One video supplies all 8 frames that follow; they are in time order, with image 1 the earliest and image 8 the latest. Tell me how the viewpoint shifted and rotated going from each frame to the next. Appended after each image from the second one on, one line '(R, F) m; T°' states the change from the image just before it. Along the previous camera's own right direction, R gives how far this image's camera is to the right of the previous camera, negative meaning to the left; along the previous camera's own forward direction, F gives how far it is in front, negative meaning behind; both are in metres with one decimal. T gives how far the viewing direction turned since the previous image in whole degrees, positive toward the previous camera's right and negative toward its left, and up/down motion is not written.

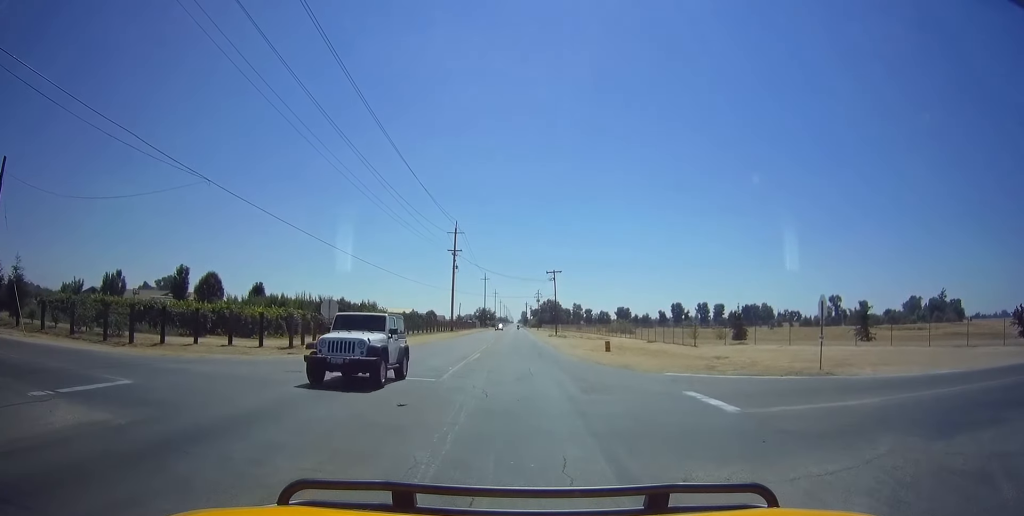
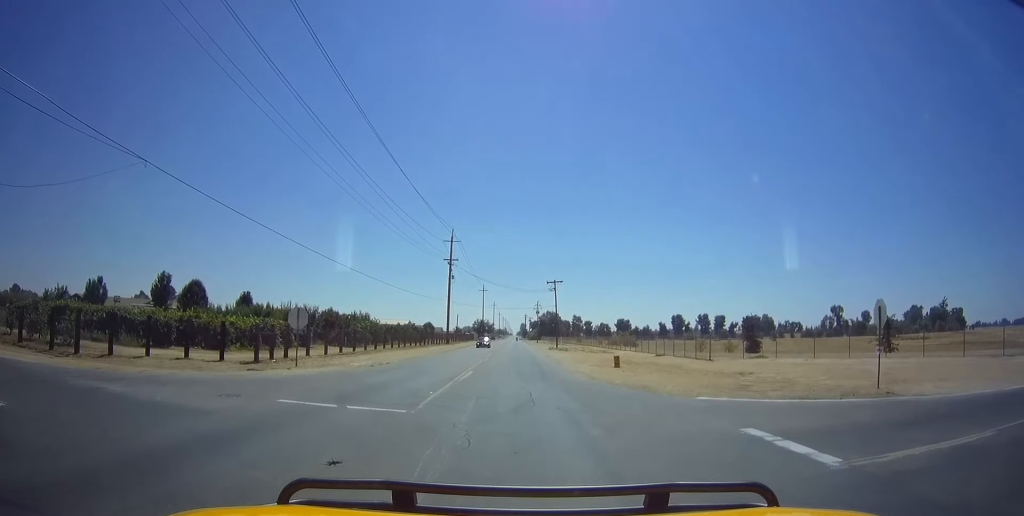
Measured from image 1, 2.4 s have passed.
(0.0, +7.2) m; 0°
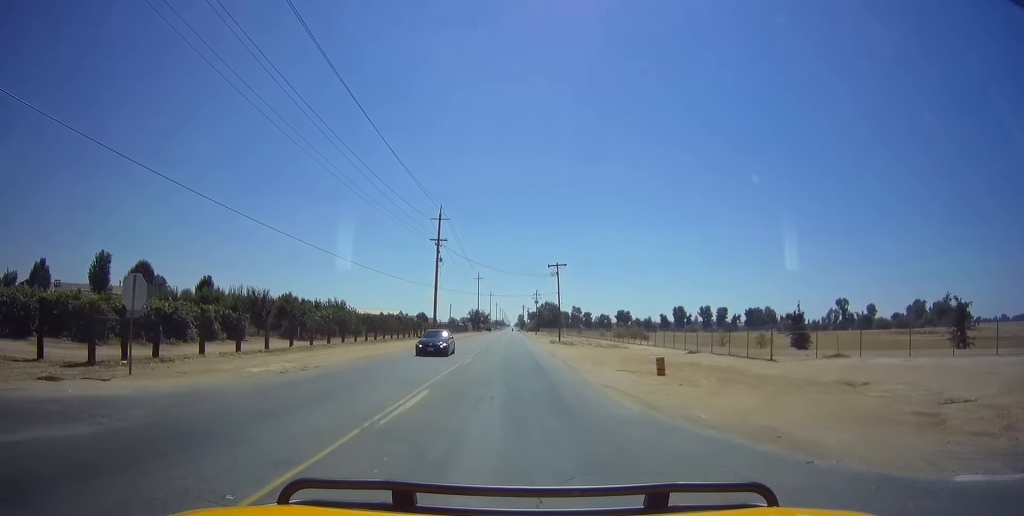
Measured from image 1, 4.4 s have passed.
(0.0, +14.6) m; 0°
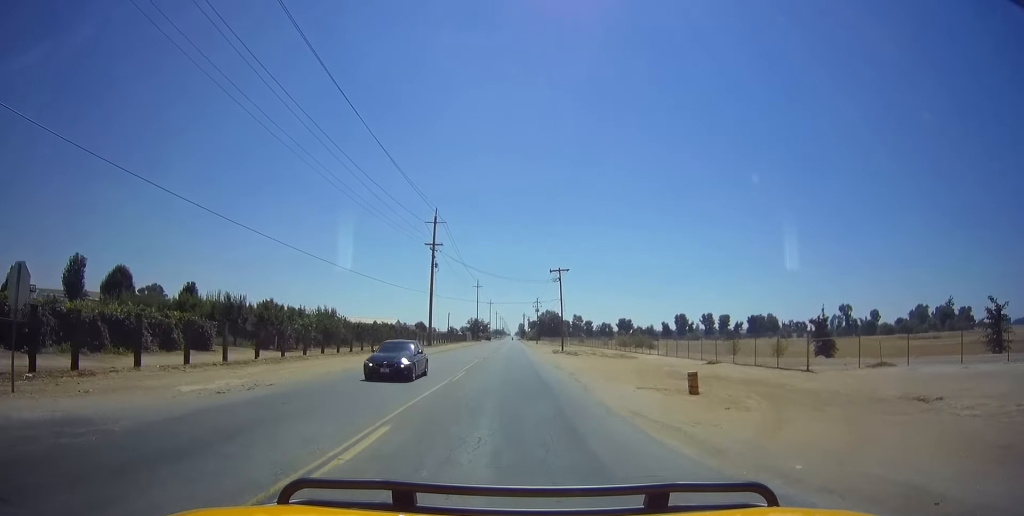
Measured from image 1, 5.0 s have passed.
(0.0, +4.9) m; 0°
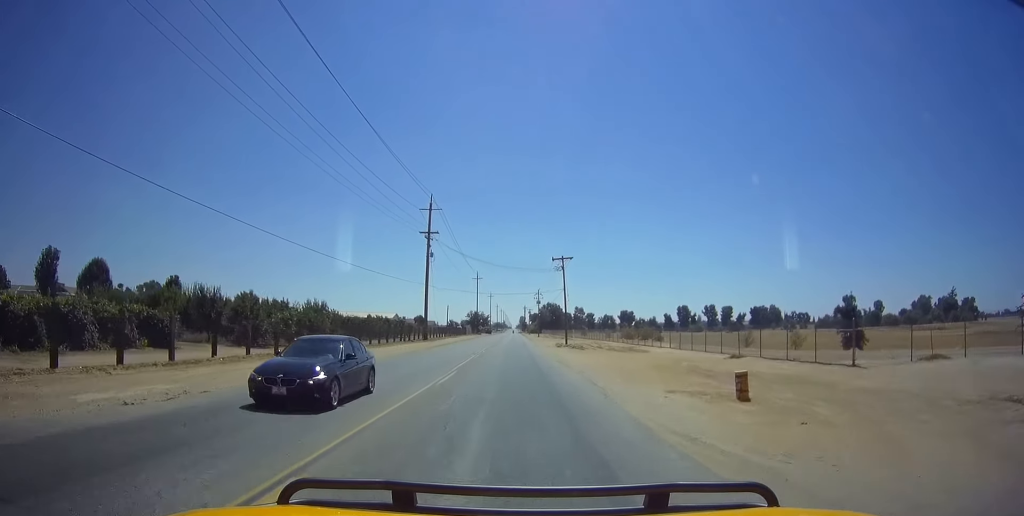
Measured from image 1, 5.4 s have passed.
(0.0, +4.8) m; 0°
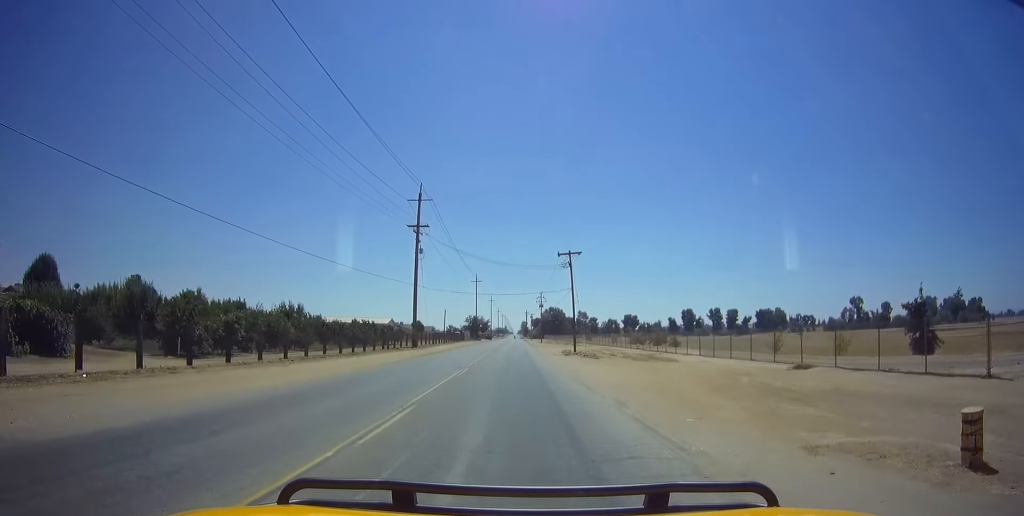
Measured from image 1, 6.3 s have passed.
(0.0, +9.2) m; 0°
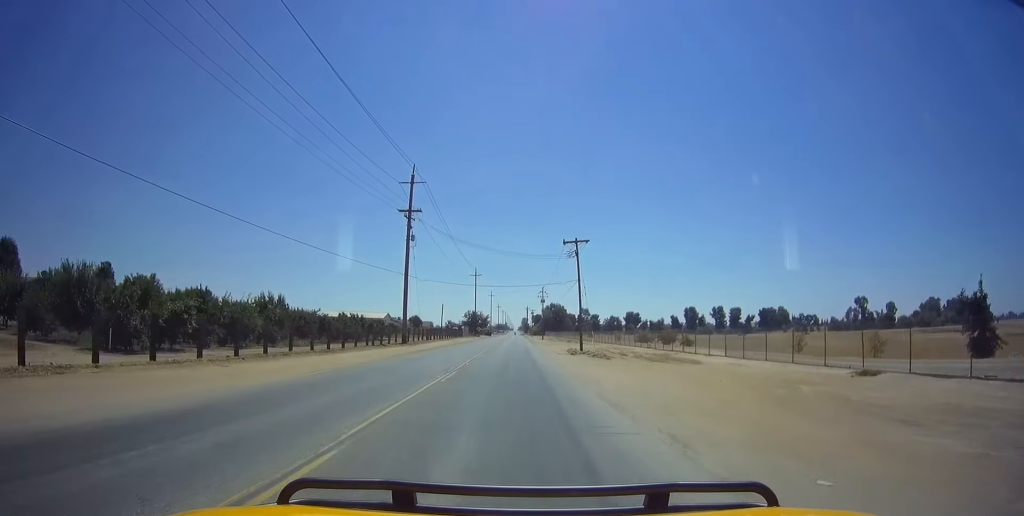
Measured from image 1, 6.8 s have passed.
(0.0, +6.1) m; 0°
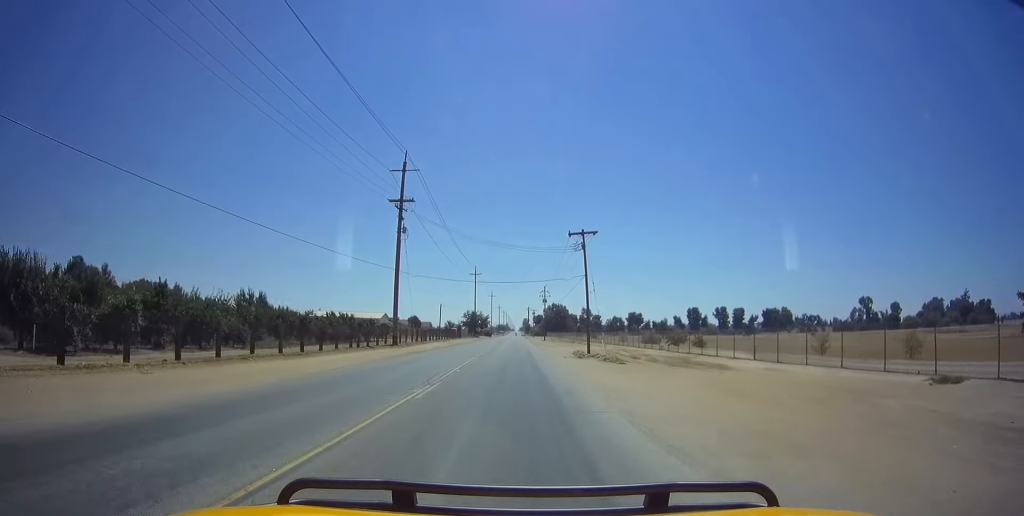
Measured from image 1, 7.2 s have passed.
(0.0, +5.1) m; 0°
